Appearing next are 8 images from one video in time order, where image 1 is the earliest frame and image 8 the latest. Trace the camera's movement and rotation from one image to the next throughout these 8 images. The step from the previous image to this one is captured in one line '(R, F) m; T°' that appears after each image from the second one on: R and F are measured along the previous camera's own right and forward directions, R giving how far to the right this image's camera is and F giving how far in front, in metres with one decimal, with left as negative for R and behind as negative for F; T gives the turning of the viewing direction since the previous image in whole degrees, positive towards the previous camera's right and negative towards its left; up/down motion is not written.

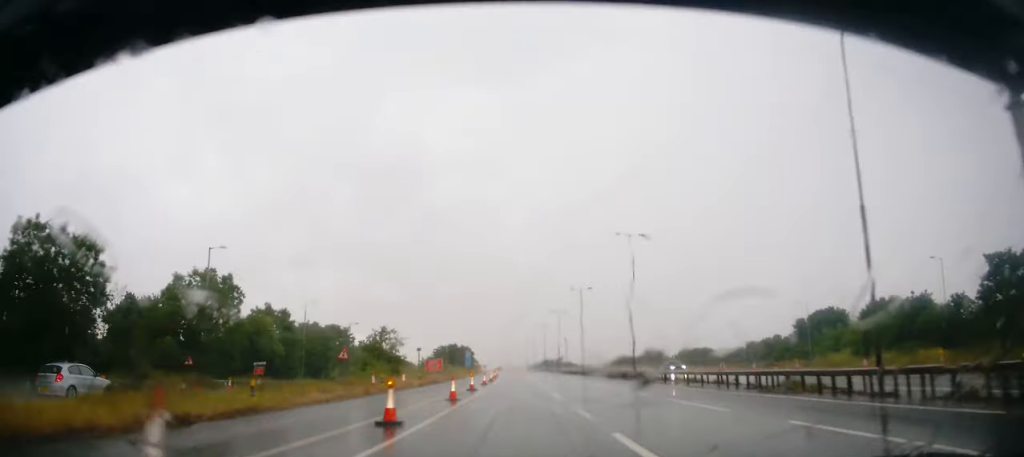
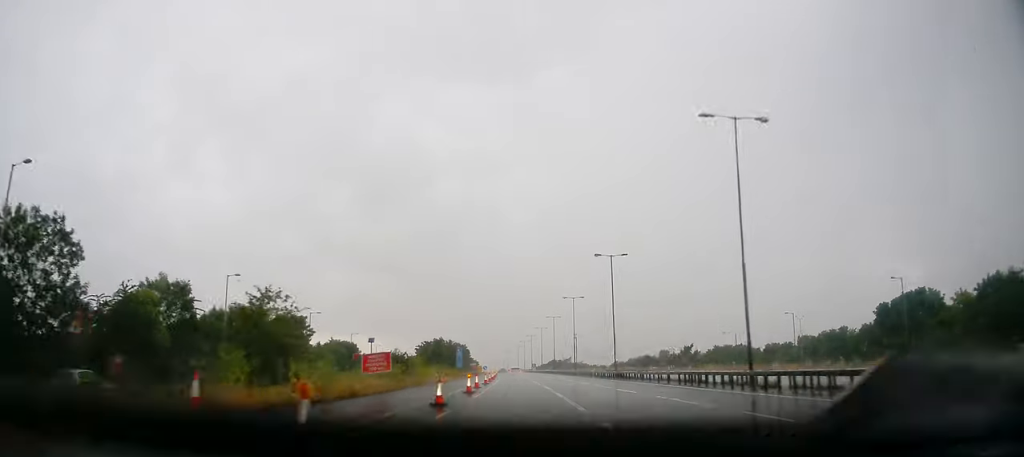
(+0.3, +25.0) m; 0°
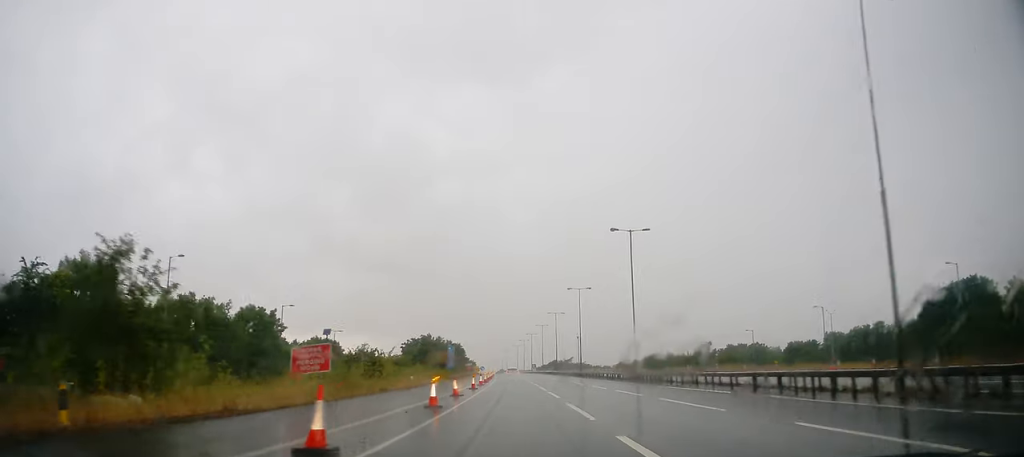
(-0.1, +11.0) m; -1°
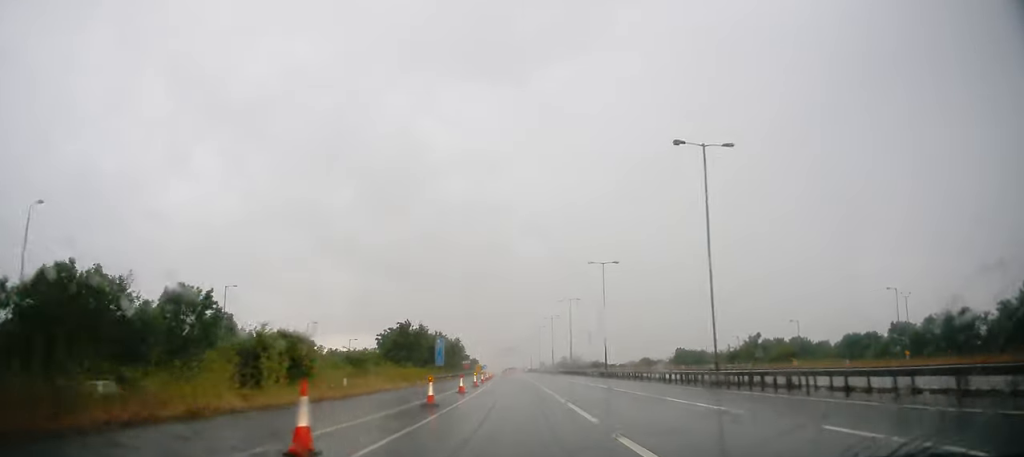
(-0.3, +18.6) m; -1°
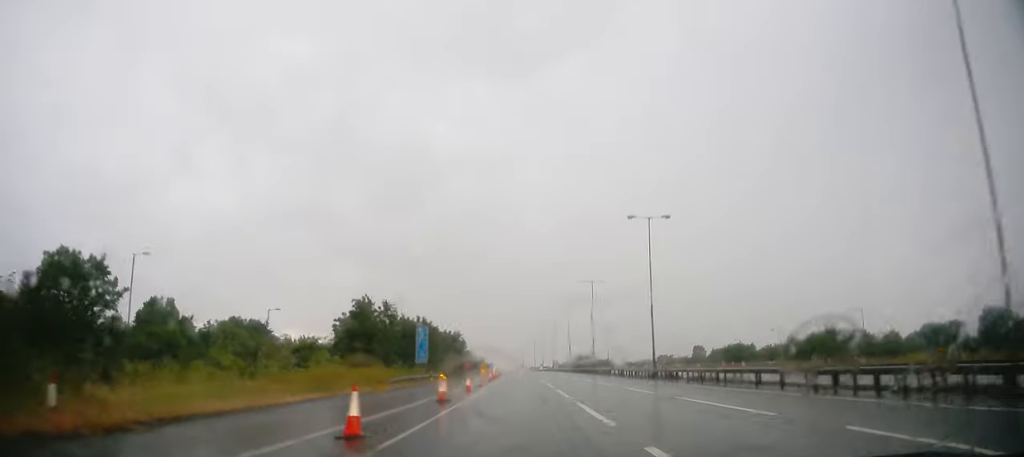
(-0.1, +19.0) m; 0°
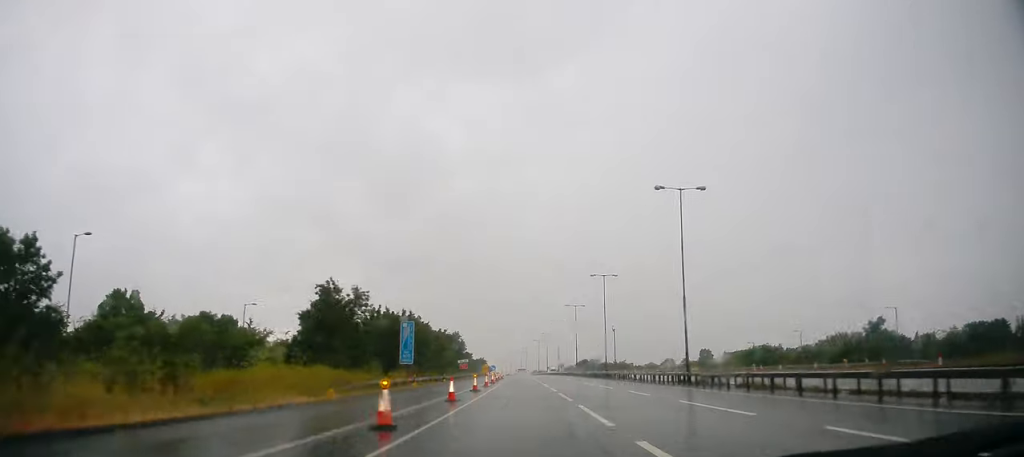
(0.0, +8.2) m; 0°
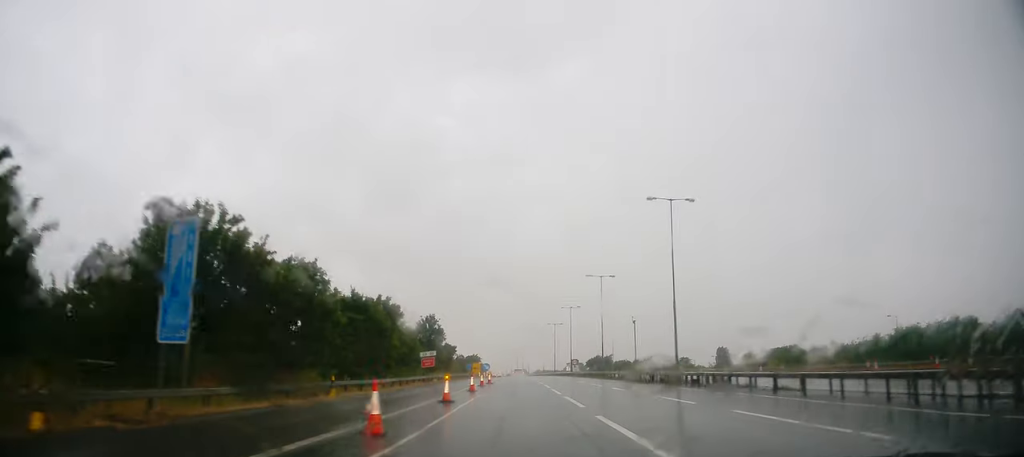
(+0.1, +31.4) m; 0°
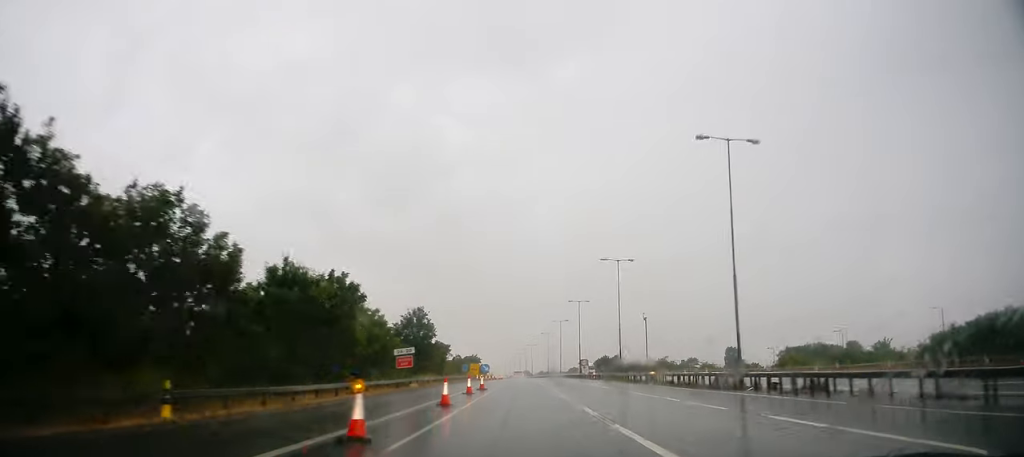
(+0.1, +10.9) m; -1°
